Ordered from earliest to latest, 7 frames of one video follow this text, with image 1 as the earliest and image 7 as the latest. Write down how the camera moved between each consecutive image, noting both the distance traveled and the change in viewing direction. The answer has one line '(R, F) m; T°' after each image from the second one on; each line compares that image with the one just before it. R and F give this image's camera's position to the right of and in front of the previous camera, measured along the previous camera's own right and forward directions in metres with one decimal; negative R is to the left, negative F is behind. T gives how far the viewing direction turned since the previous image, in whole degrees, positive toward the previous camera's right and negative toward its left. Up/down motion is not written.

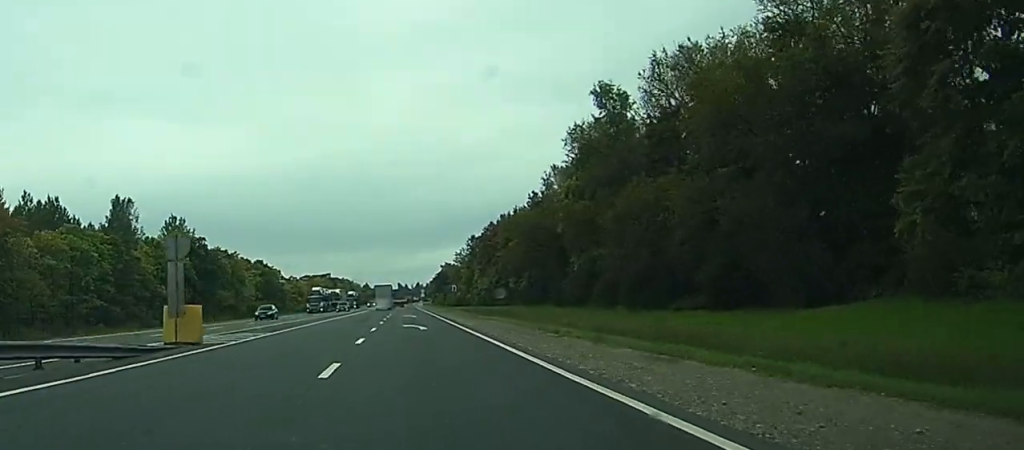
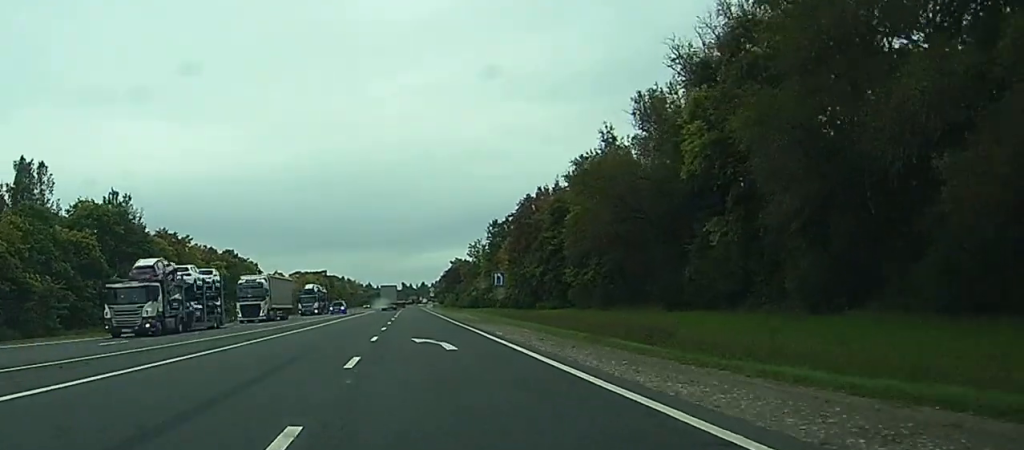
(-0.2, +45.4) m; -1°
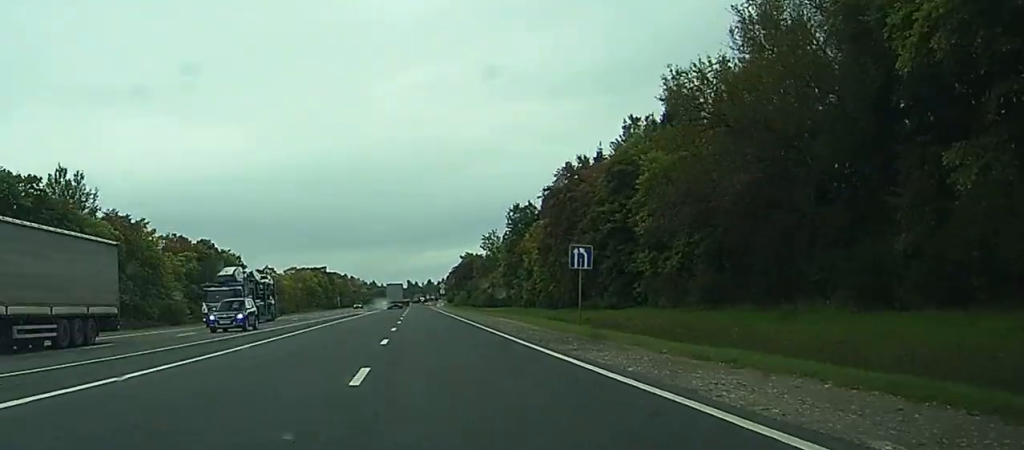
(-0.1, +27.4) m; -1°
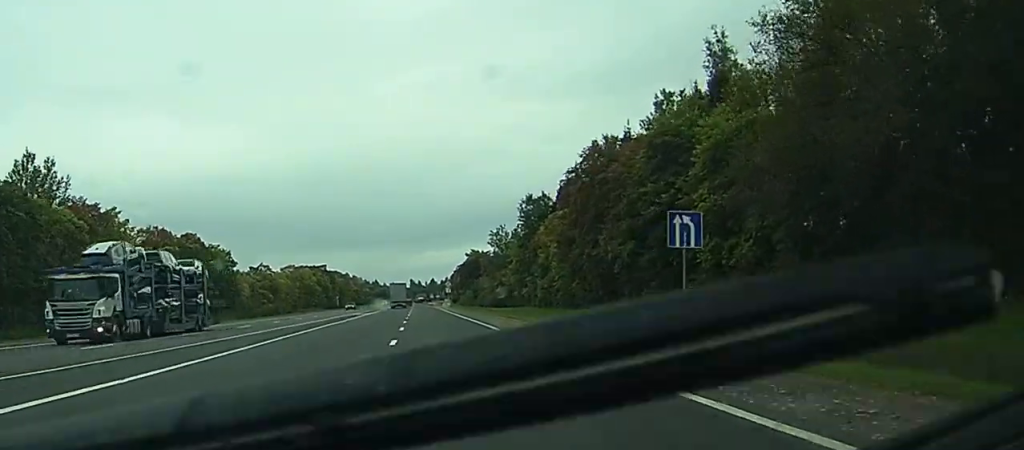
(-0.1, +12.9) m; 0°
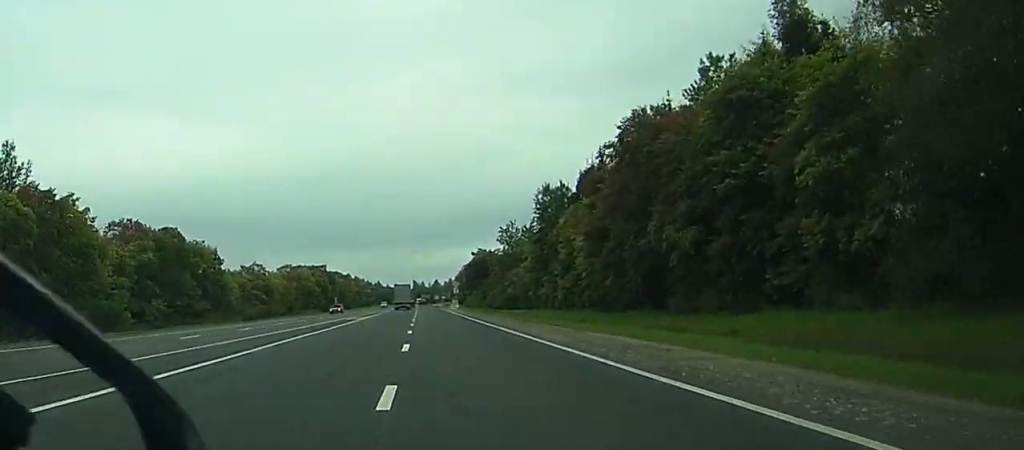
(-0.1, +14.4) m; 0°
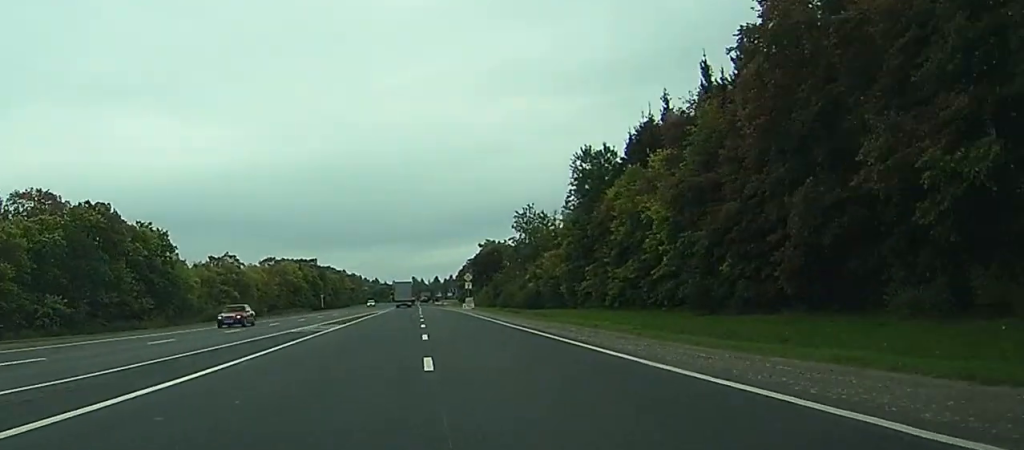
(-0.1, +30.3) m; 0°
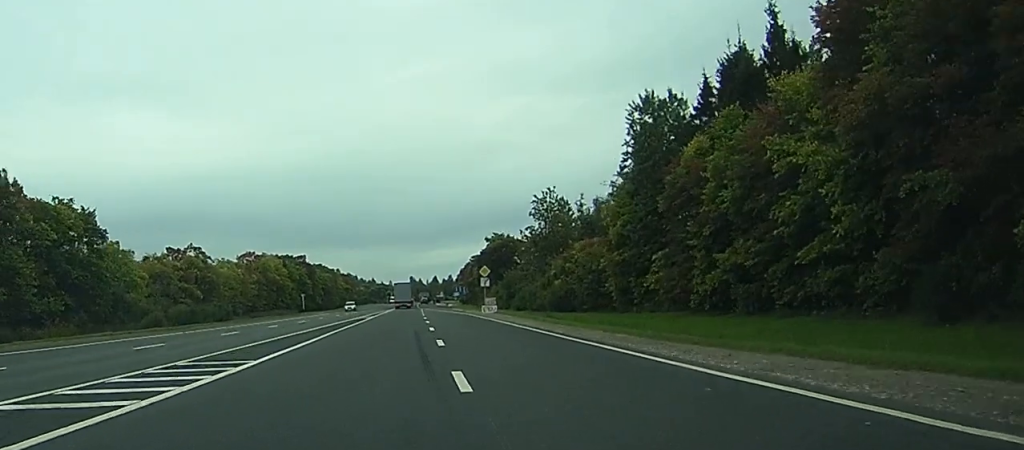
(+0.1, +27.6) m; +1°
